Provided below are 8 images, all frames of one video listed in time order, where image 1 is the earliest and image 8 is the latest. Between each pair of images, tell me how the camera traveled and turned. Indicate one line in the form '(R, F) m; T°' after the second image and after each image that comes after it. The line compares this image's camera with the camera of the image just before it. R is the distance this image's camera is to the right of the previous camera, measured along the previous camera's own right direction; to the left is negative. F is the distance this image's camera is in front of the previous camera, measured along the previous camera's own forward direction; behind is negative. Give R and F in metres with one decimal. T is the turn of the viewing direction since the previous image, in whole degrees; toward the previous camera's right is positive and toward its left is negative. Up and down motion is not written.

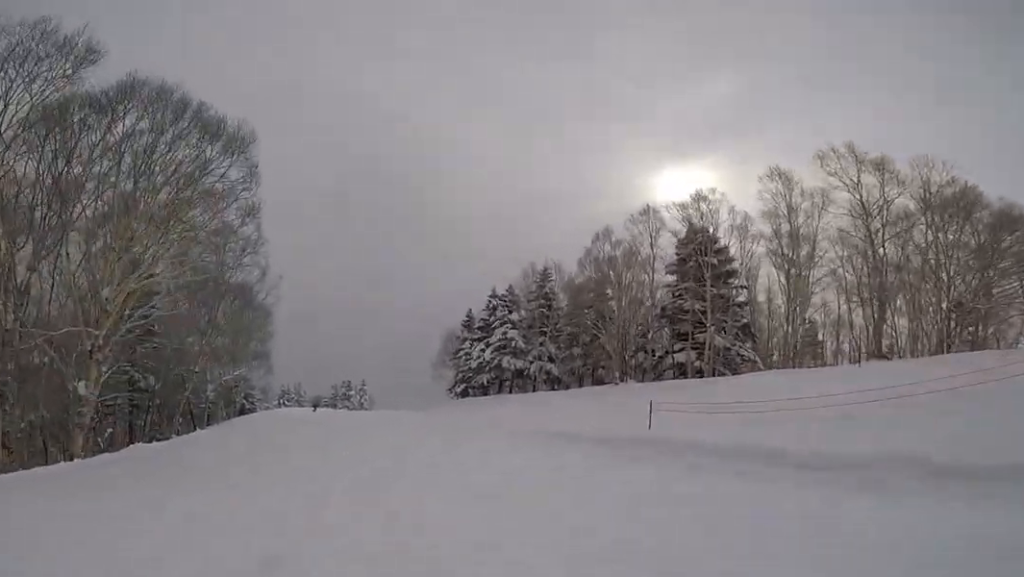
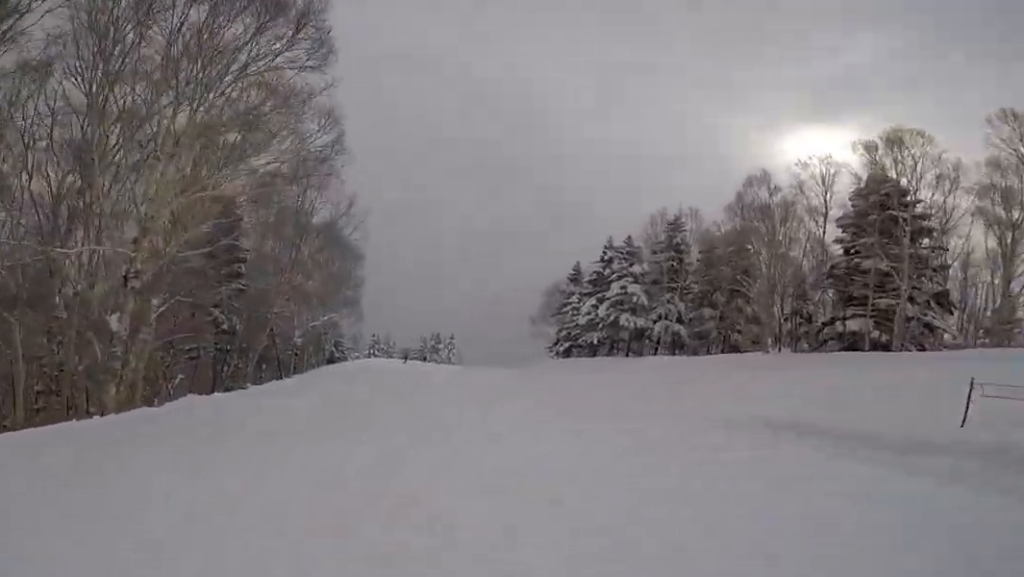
(+0.1, +3.6) m; +3°
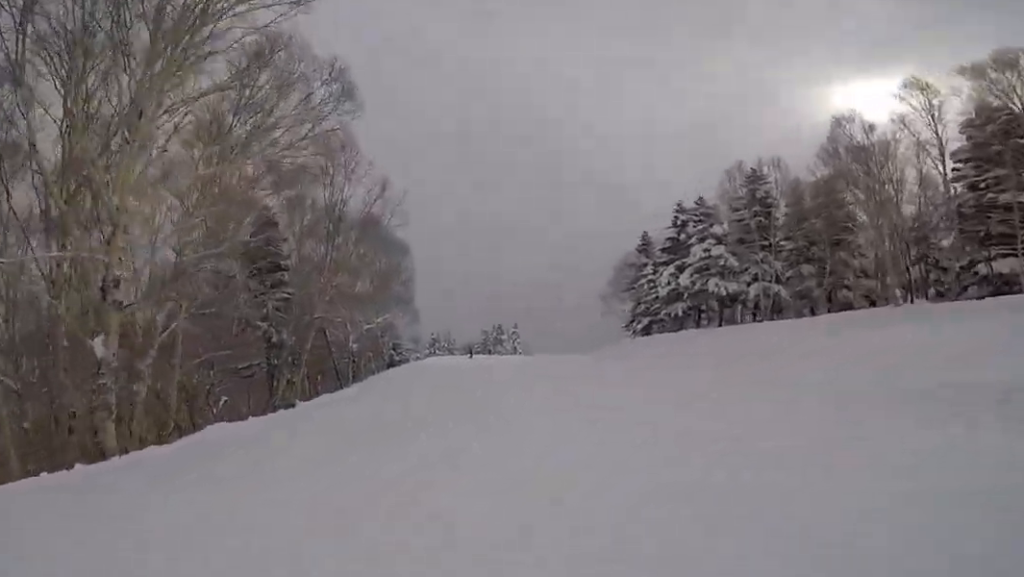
(0.0, +2.6) m; +2°
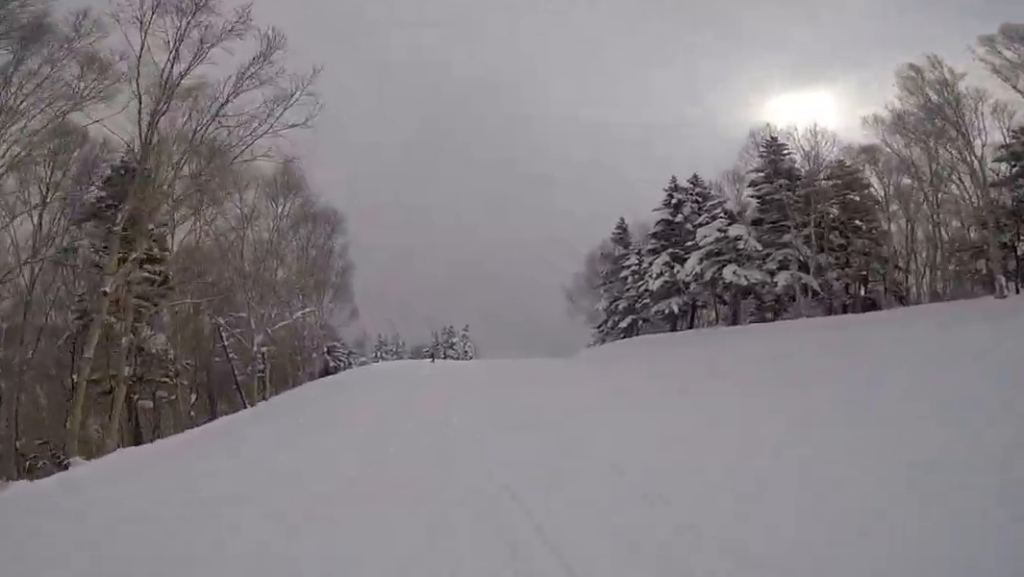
(+0.5, +8.6) m; -3°
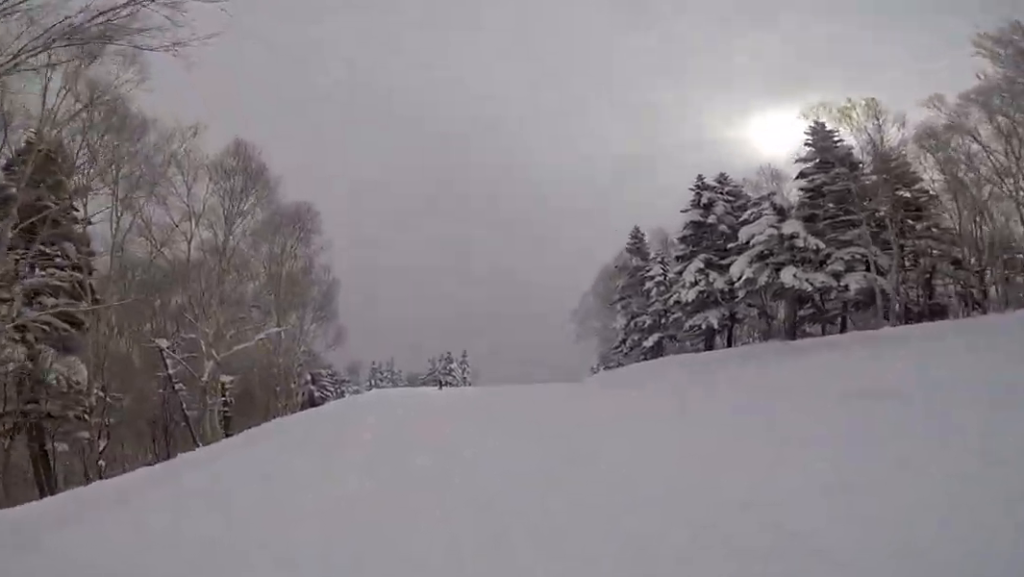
(-0.7, +4.7) m; 0°
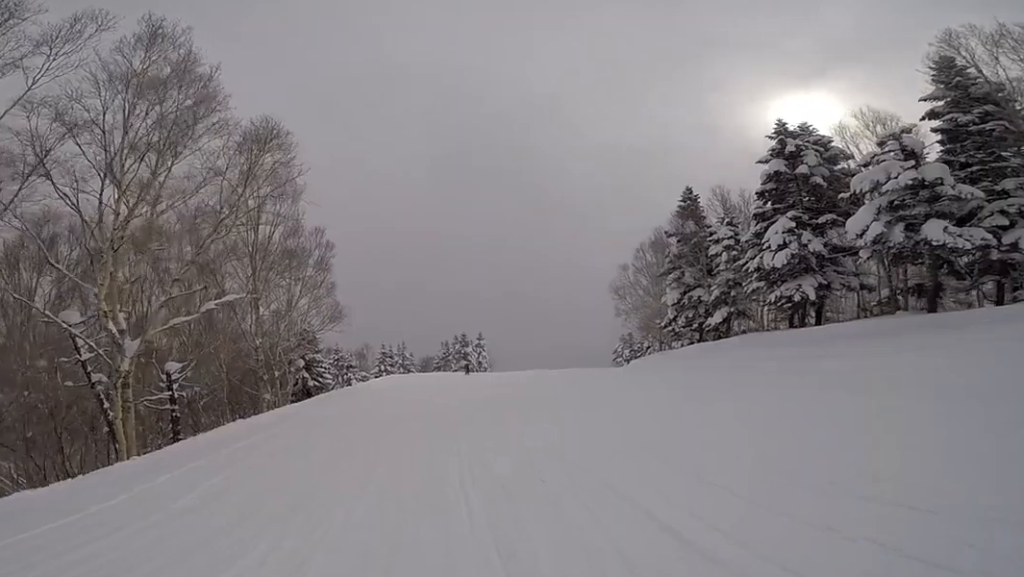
(+0.3, +5.7) m; 0°
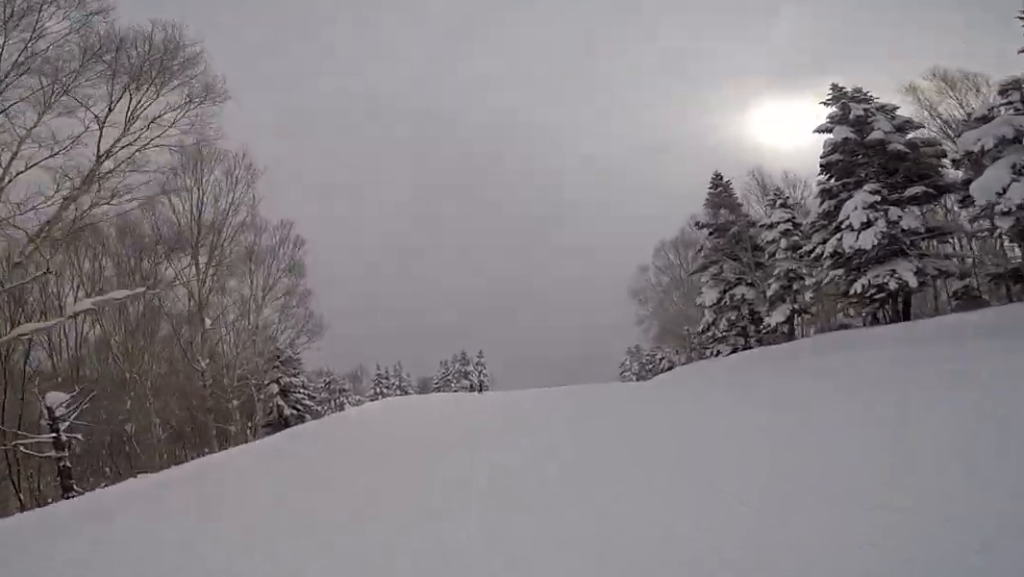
(-0.1, +5.0) m; +2°
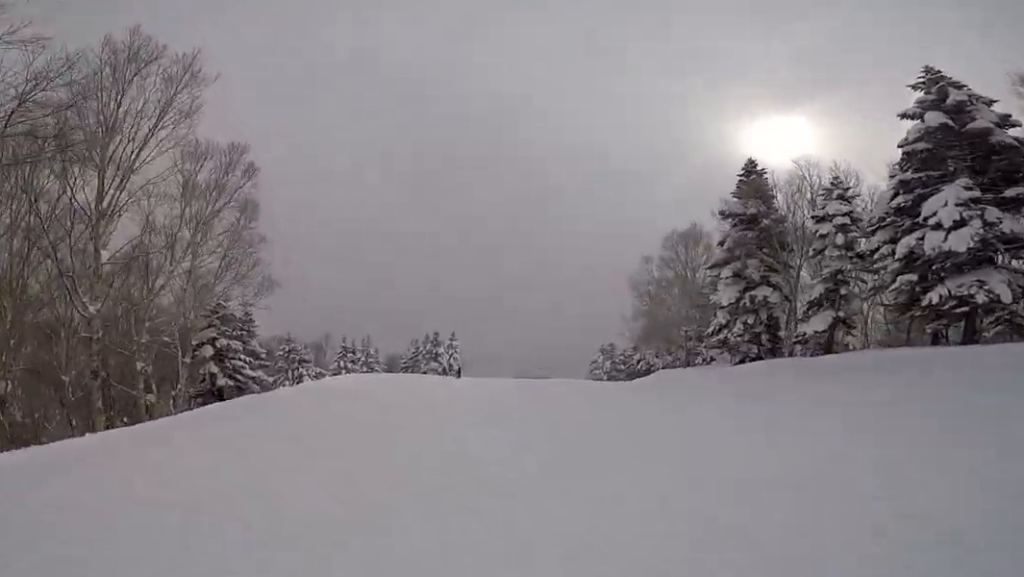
(-0.4, +4.2) m; +4°
